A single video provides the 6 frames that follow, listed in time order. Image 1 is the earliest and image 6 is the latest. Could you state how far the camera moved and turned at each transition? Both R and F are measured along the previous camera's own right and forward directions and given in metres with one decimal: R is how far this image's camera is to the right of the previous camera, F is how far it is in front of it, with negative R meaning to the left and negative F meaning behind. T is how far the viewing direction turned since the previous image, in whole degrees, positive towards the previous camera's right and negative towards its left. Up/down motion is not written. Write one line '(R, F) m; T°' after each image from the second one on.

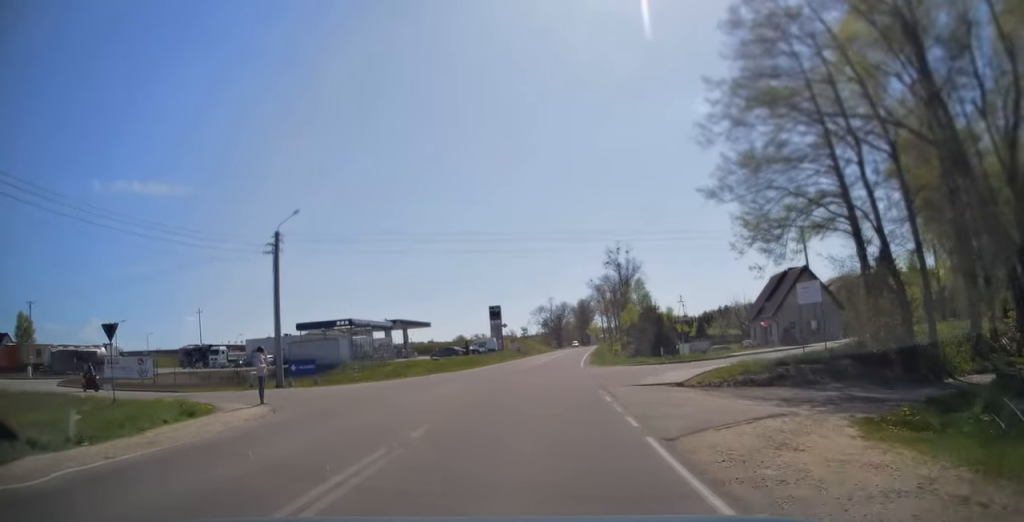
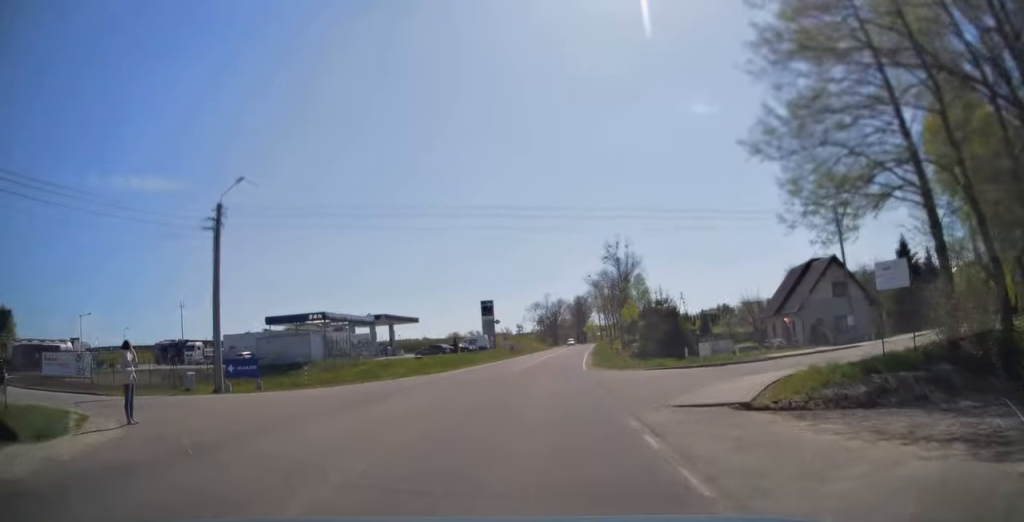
(0.0, +6.4) m; +1°
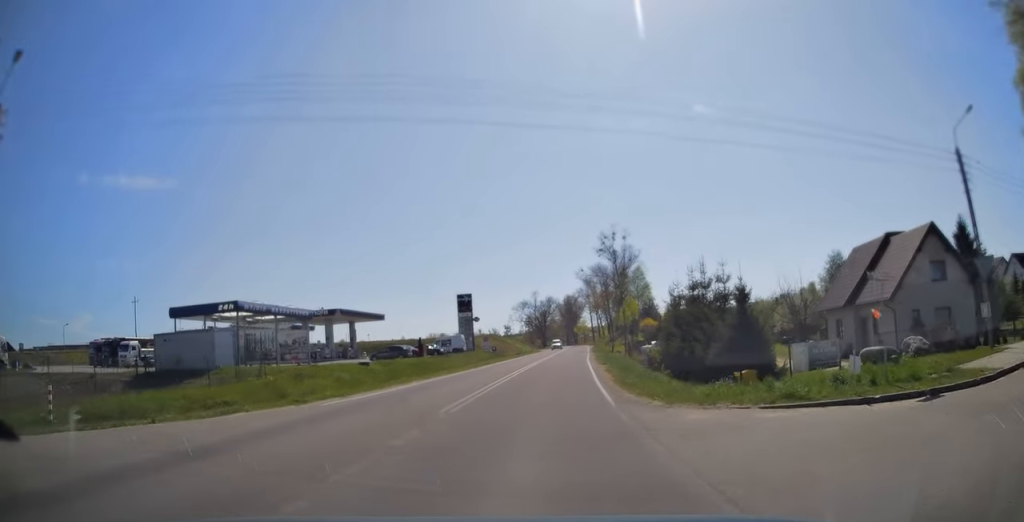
(+0.2, +14.7) m; +2°
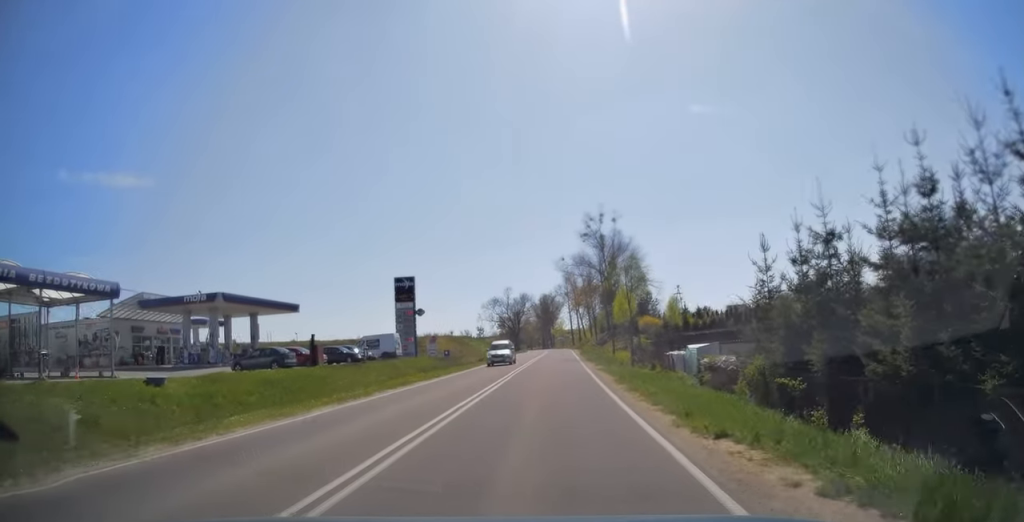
(+0.6, +22.6) m; +2°
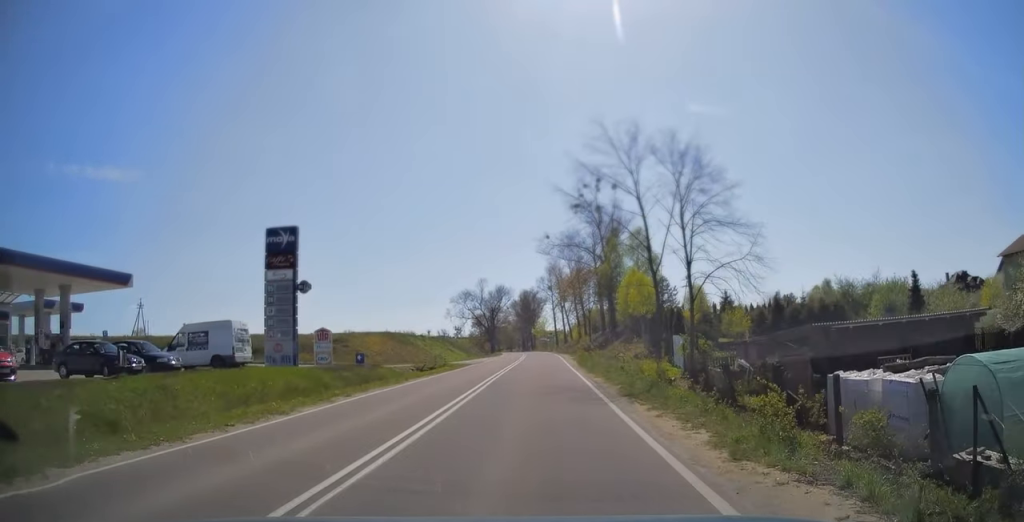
(+0.2, +25.4) m; +1°
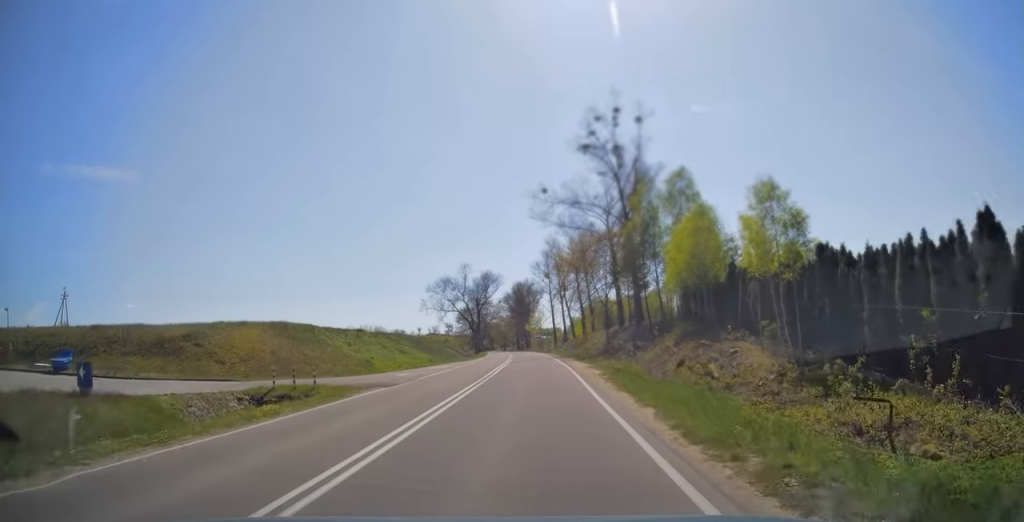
(+0.1, +26.2) m; 0°
